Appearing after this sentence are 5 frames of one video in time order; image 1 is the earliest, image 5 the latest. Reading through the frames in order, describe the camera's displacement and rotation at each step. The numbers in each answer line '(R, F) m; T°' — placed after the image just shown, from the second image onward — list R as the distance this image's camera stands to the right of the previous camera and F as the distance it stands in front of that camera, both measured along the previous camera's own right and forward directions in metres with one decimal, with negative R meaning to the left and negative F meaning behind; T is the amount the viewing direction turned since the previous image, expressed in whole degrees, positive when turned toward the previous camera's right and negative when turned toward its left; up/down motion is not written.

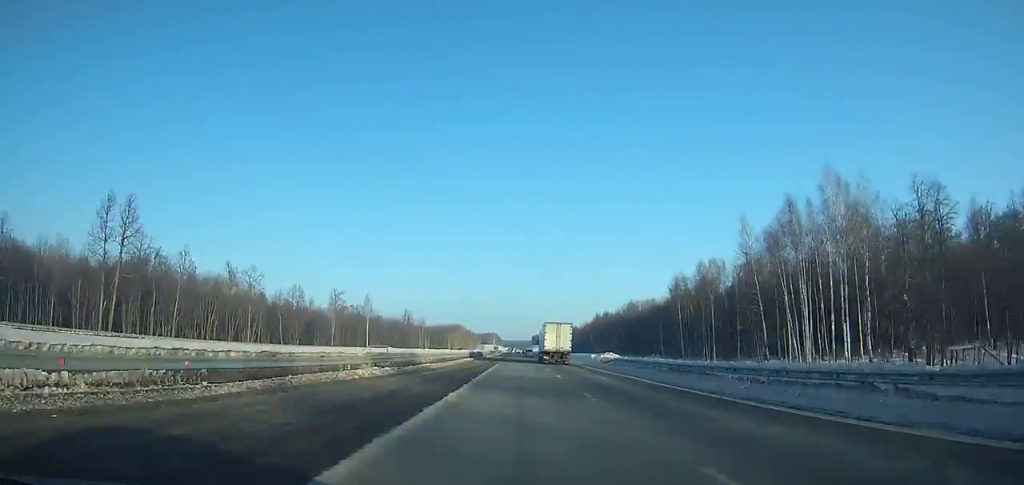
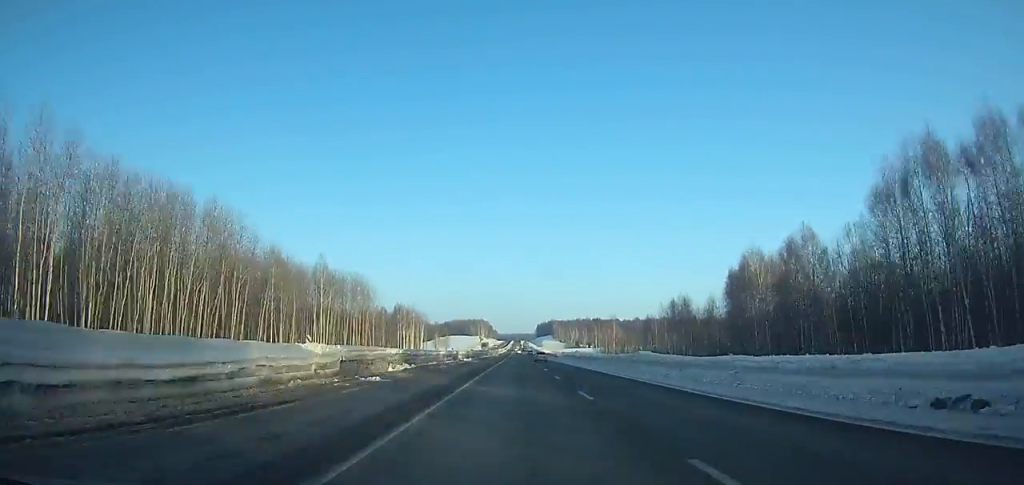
(-0.2, +371.9) m; 0°
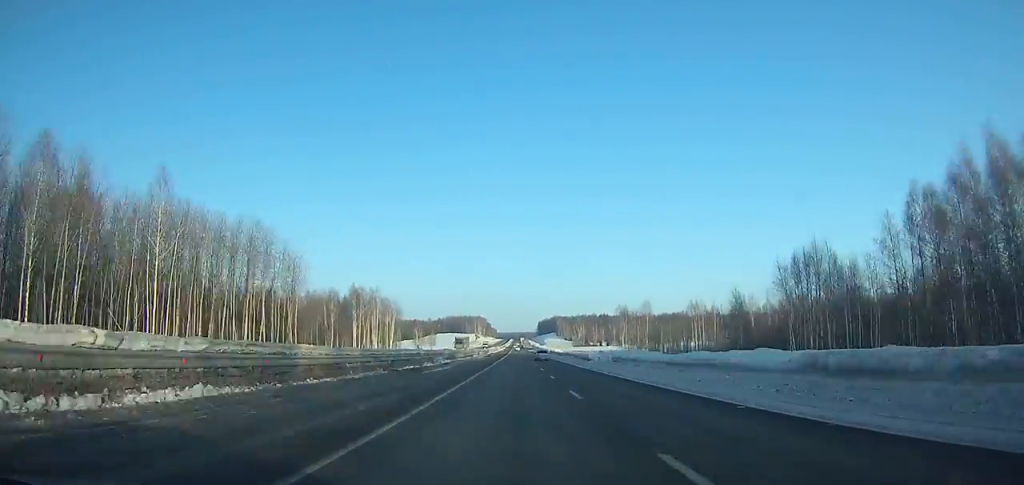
(+0.2, +58.7) m; 0°
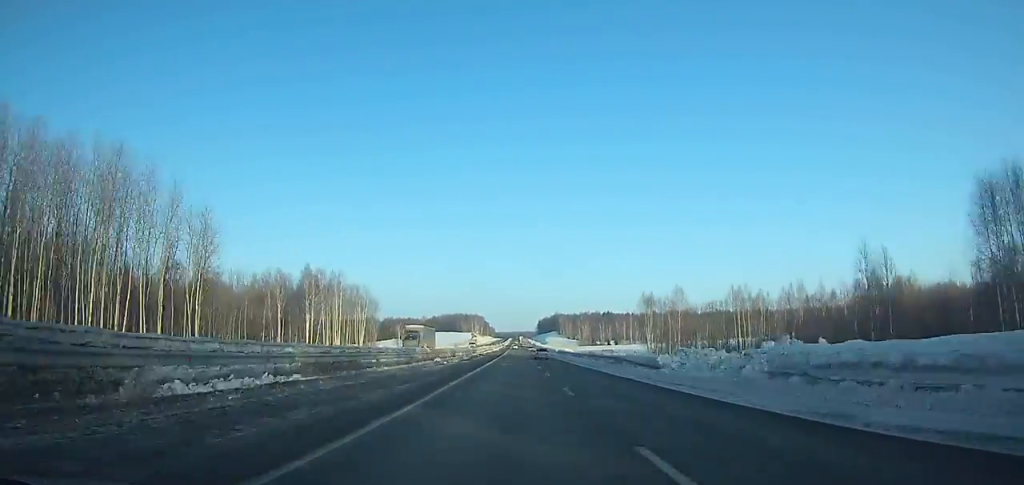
(+0.1, +35.1) m; 0°
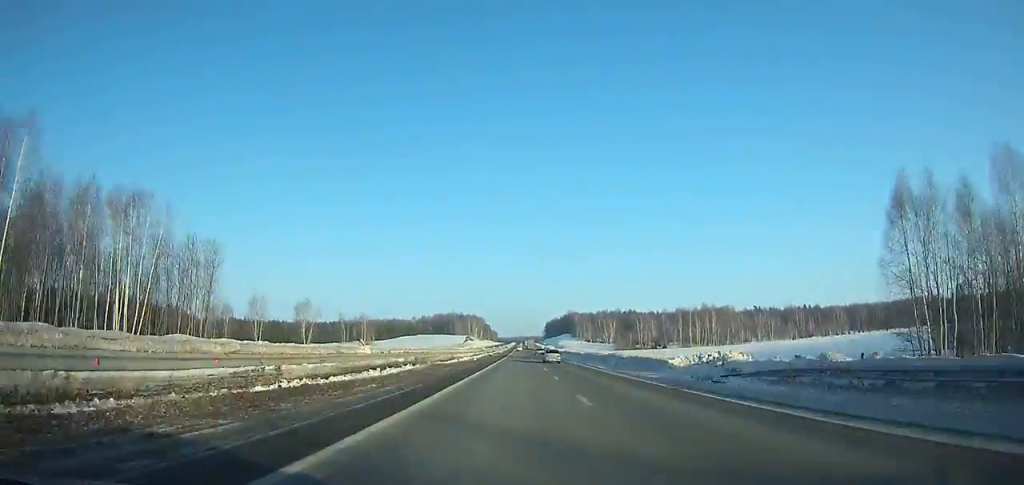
(-0.5, +97.7) m; 0°
